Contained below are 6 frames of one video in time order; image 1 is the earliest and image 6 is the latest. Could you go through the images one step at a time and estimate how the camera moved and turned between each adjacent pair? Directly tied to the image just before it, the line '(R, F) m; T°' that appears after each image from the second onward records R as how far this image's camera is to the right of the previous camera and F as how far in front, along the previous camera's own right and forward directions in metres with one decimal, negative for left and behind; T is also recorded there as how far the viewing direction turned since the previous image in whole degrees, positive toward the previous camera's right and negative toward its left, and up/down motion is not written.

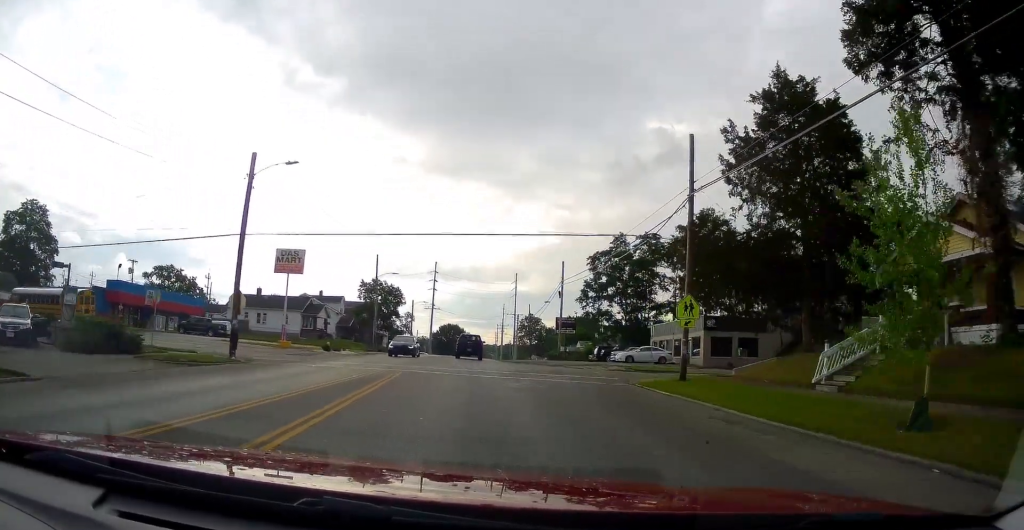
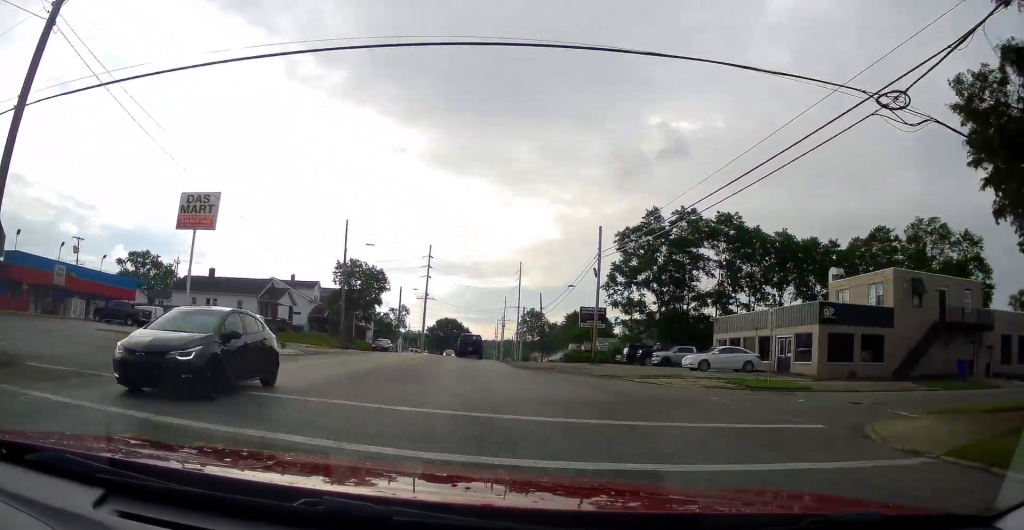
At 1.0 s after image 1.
(0.0, +15.9) m; -2°
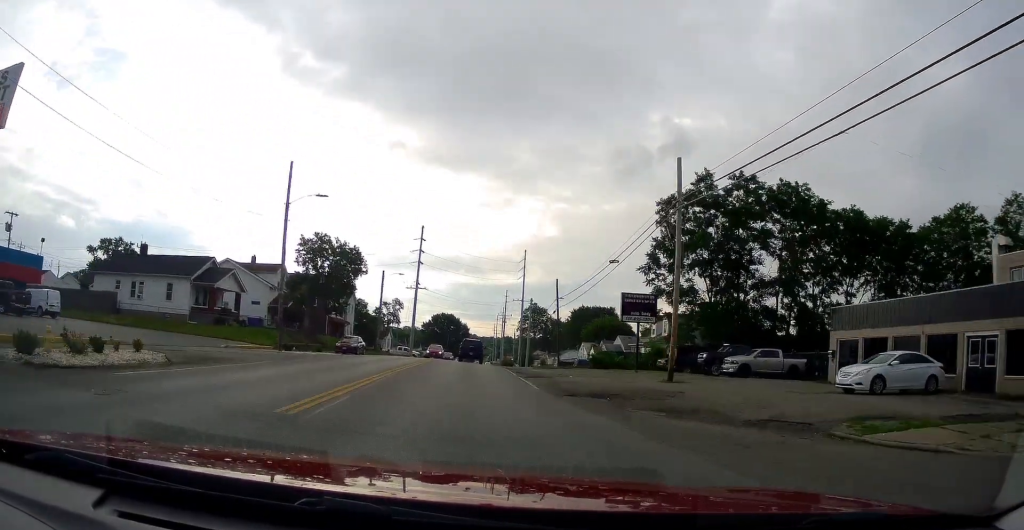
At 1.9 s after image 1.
(-0.4, +15.4) m; +2°
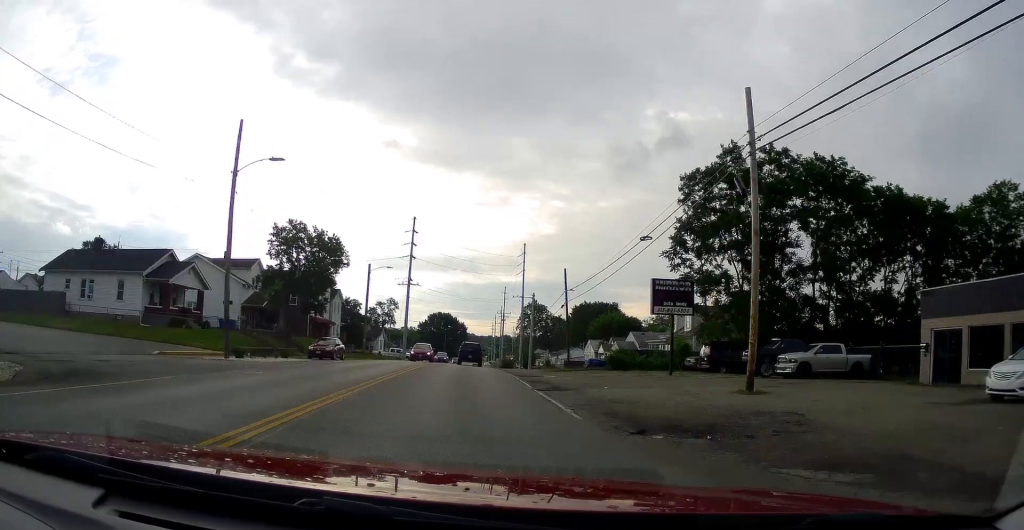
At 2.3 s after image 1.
(+0.2, +7.3) m; +1°
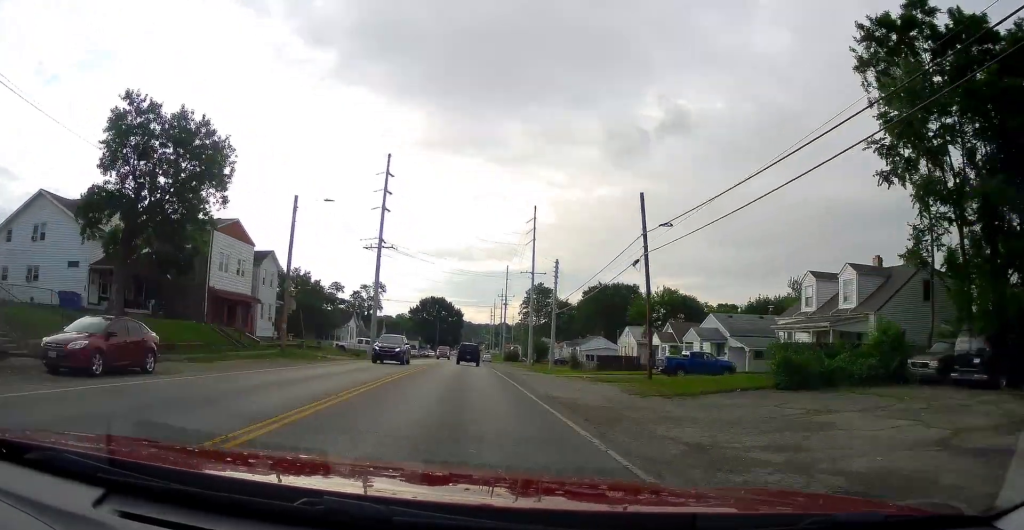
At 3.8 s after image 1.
(+0.4, +25.7) m; 0°
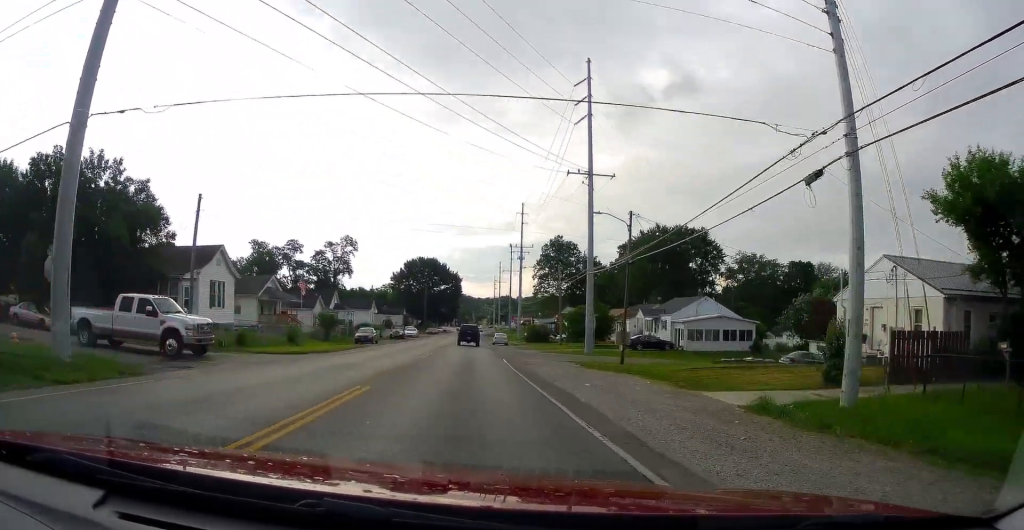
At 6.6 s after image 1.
(-0.2, +48.8) m; 0°
